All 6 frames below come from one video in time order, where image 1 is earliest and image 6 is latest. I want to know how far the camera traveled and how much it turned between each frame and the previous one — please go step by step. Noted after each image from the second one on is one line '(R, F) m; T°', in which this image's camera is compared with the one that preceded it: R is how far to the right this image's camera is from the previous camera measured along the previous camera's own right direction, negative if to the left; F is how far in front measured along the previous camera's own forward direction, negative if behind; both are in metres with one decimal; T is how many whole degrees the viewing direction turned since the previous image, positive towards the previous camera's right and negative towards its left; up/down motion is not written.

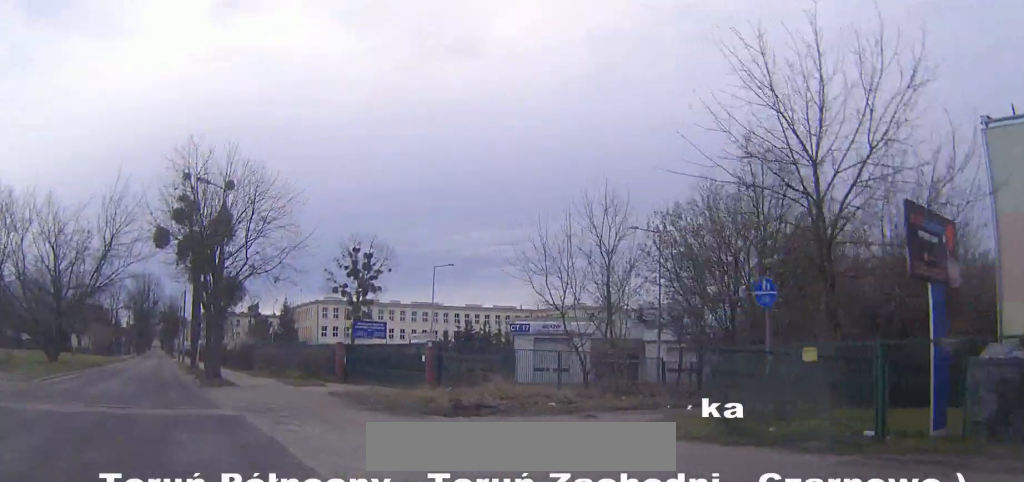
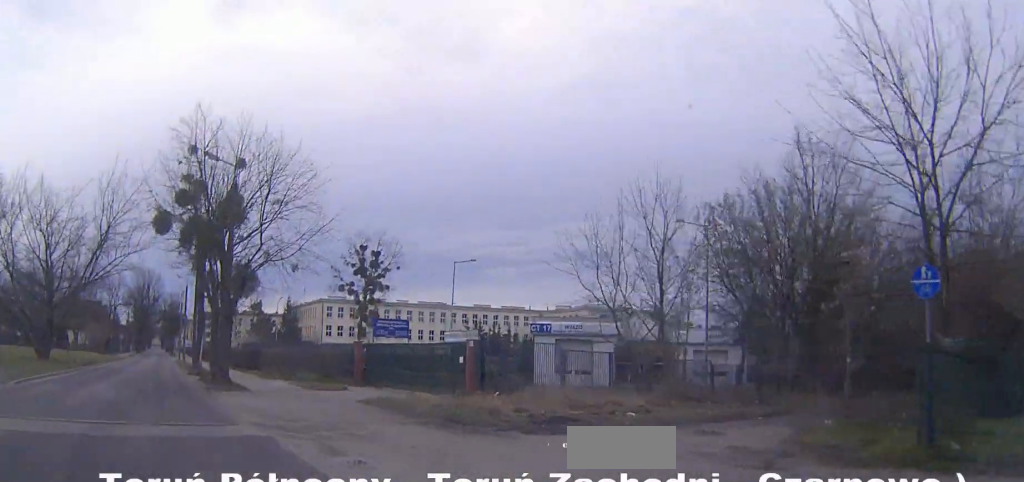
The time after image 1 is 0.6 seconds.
(0.0, +4.2) m; -1°
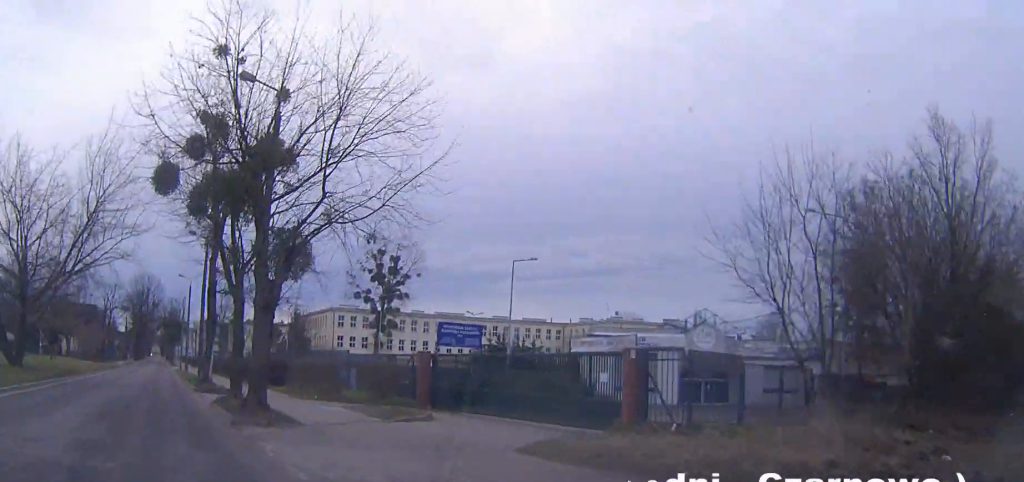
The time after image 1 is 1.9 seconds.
(-0.1, +9.6) m; 0°
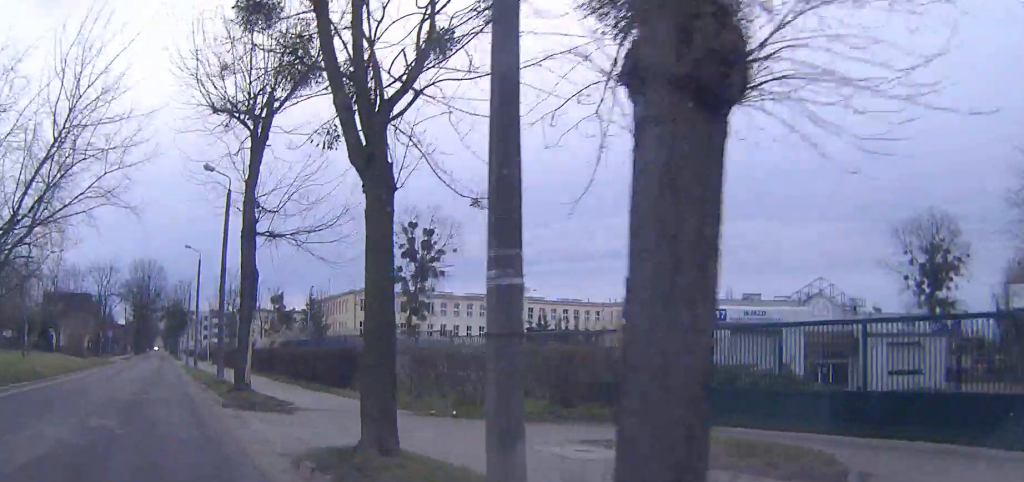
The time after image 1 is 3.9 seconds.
(+0.1, +13.2) m; +1°
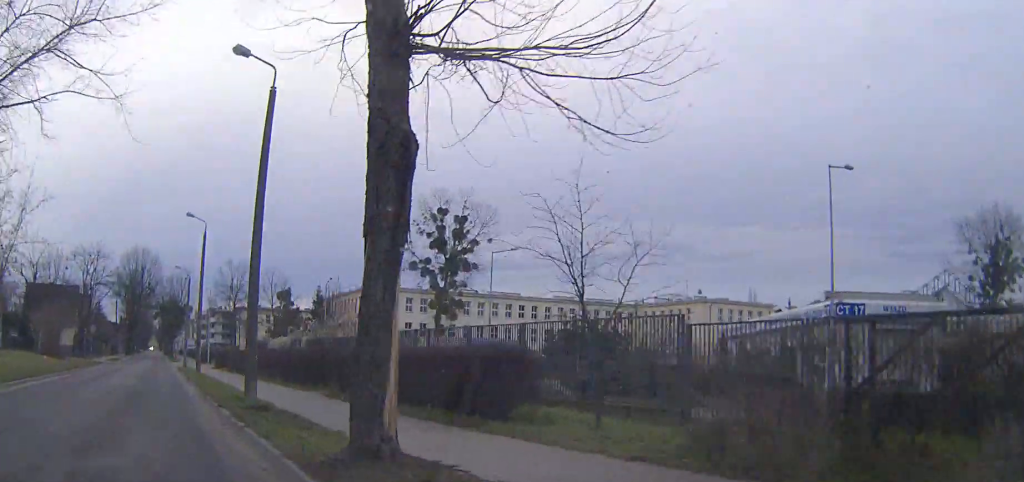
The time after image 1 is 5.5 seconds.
(+0.1, +12.0) m; -1°
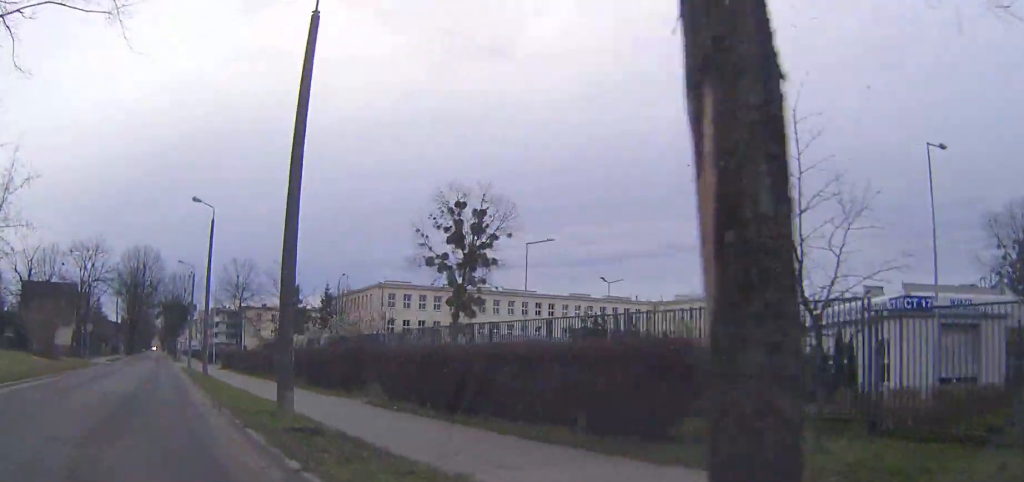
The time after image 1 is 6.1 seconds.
(-0.1, +4.5) m; 0°
